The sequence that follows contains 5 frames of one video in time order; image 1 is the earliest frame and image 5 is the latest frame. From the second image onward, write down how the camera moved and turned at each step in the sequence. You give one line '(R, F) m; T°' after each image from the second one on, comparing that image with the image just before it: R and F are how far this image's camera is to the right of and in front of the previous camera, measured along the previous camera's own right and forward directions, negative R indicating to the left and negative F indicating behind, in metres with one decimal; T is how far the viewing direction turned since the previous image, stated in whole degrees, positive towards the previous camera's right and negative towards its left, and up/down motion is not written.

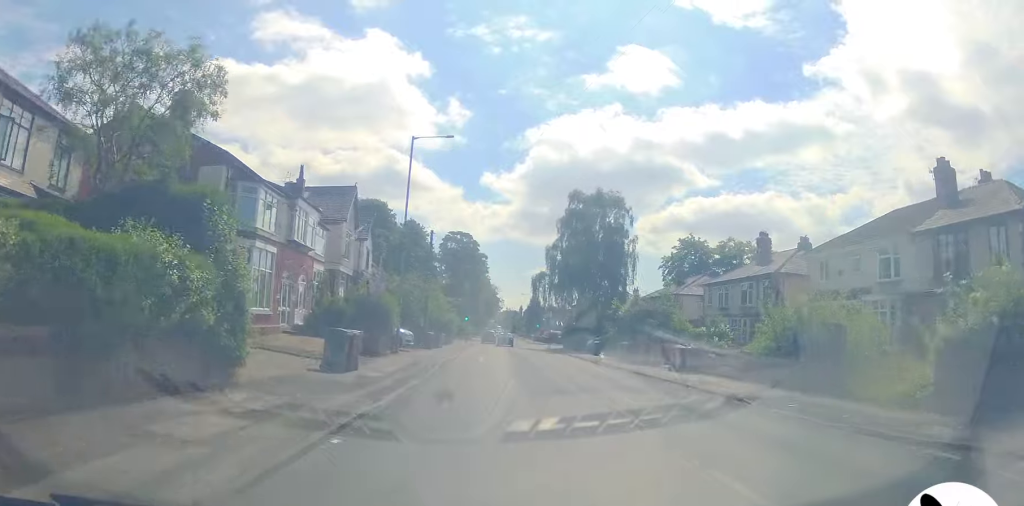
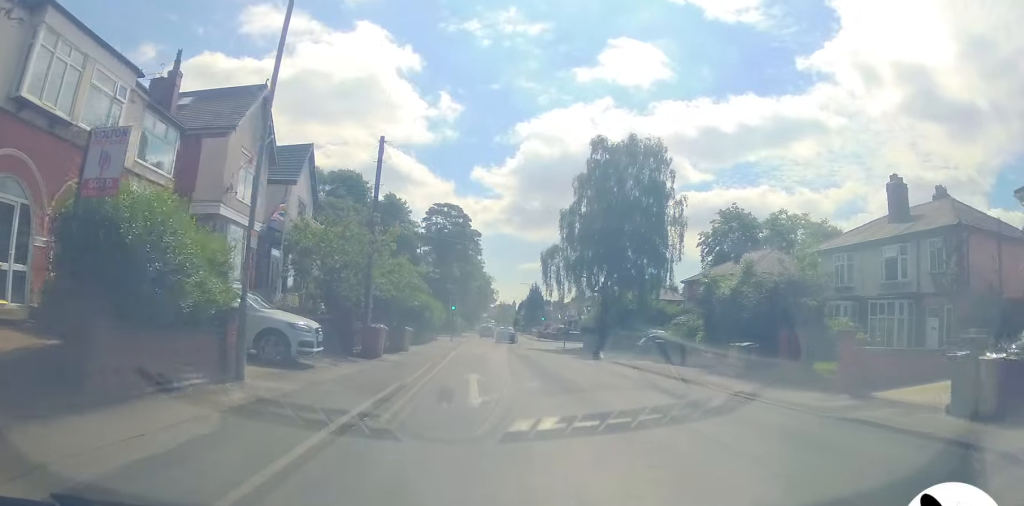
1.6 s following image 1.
(+0.7, +17.7) m; +3°
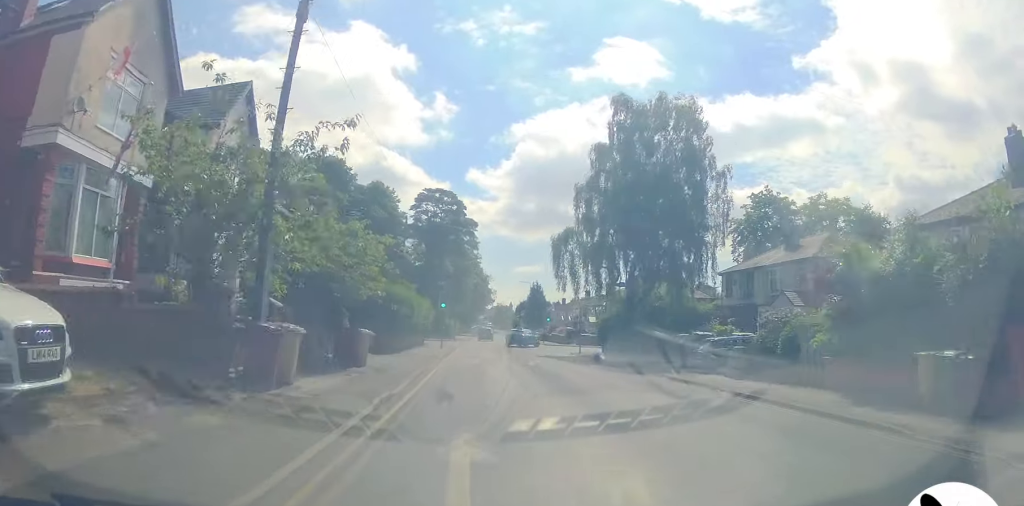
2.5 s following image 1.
(-0.1, +9.6) m; -1°
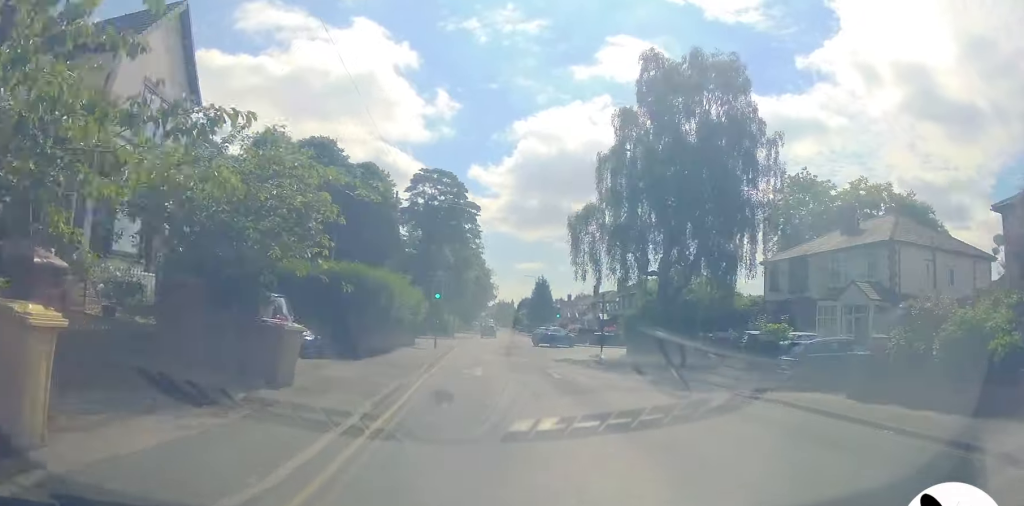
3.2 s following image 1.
(-0.1, +7.0) m; 0°
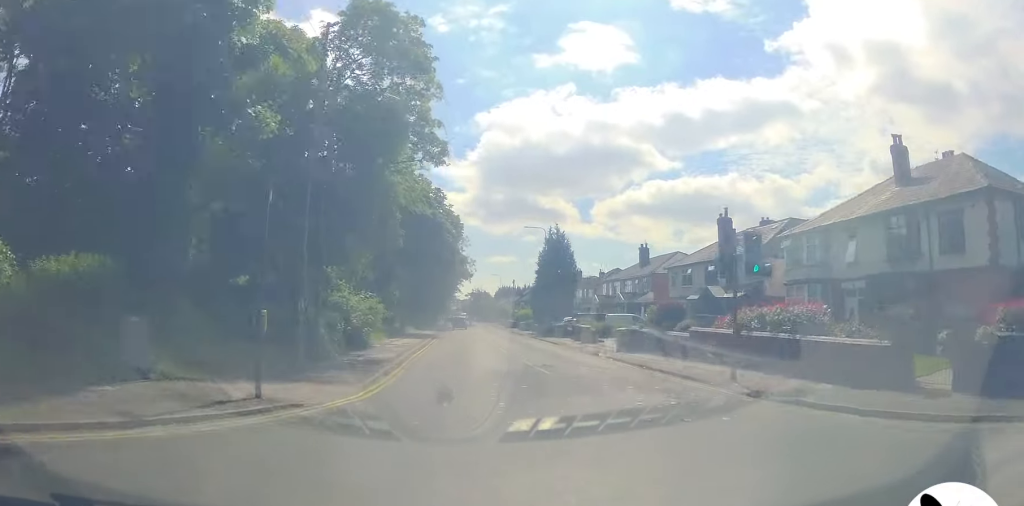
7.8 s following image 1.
(+1.5, +47.0) m; +3°
